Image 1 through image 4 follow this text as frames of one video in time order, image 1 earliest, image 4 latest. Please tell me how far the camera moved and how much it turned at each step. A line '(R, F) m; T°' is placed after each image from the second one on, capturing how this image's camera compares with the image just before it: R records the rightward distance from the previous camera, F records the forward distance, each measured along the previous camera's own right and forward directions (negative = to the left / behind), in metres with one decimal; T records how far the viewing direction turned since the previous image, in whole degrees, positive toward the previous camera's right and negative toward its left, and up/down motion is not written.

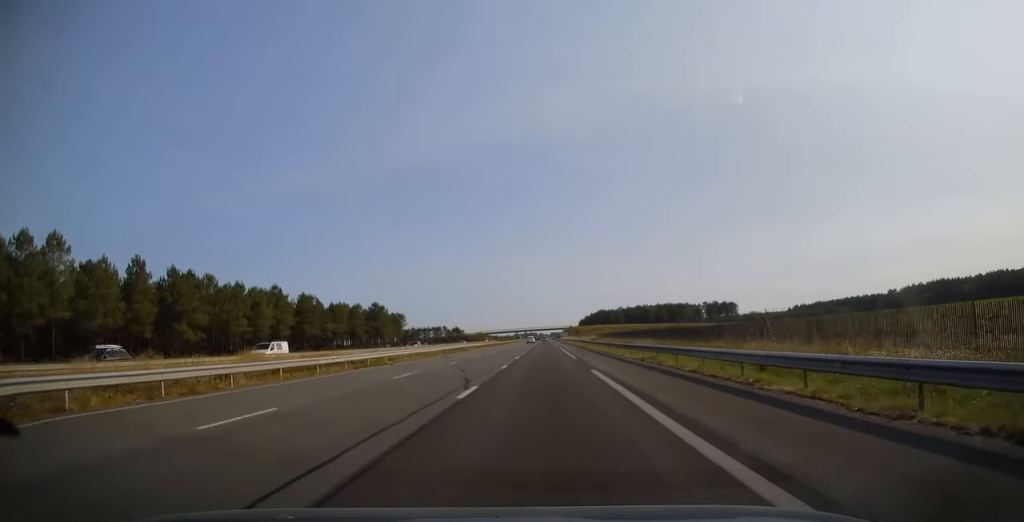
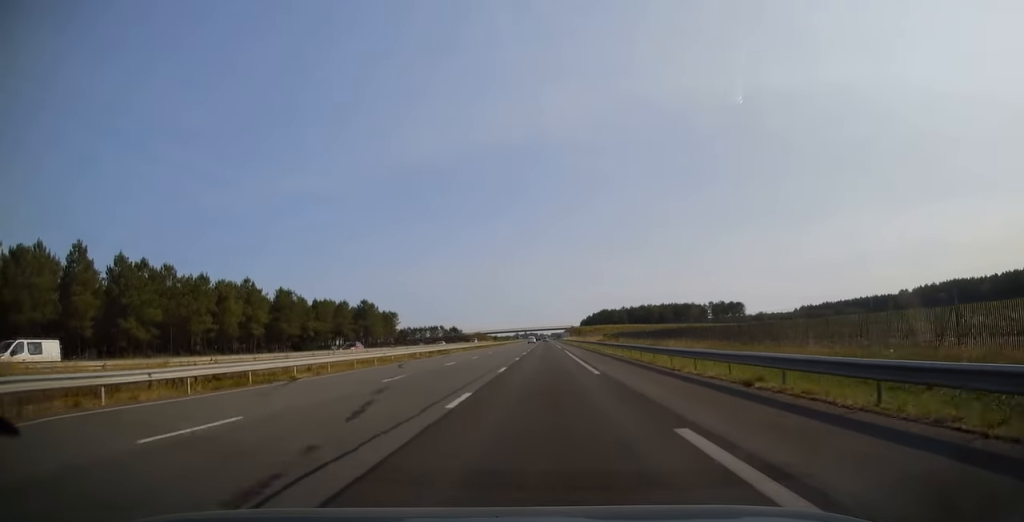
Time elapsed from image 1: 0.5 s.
(0.0, +14.7) m; 0°
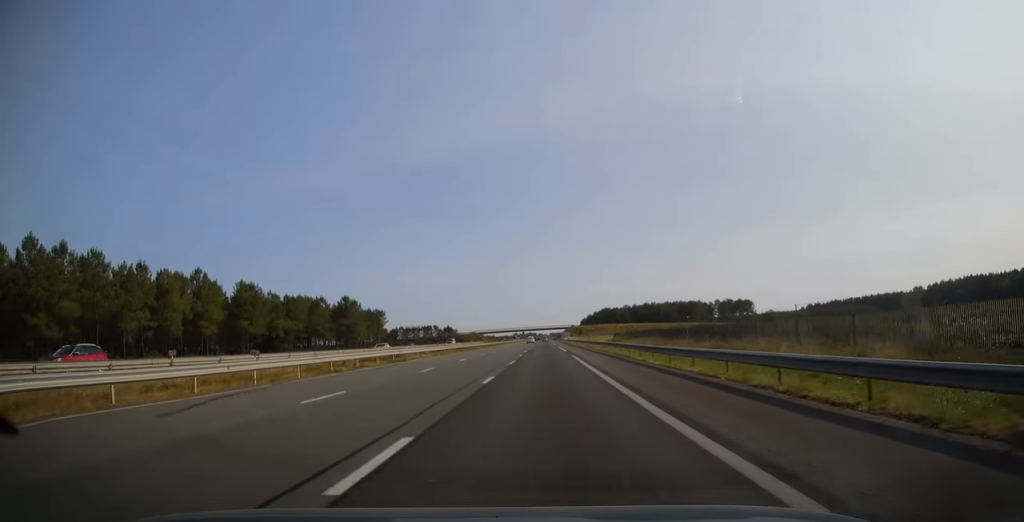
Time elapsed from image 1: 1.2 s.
(0.0, +19.6) m; 0°
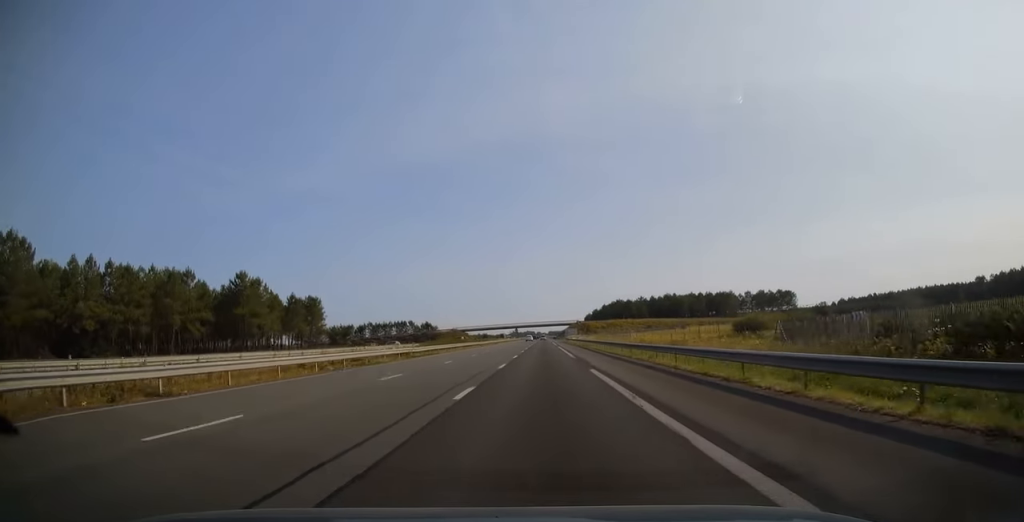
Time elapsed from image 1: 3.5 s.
(0.0, +69.6) m; 0°
